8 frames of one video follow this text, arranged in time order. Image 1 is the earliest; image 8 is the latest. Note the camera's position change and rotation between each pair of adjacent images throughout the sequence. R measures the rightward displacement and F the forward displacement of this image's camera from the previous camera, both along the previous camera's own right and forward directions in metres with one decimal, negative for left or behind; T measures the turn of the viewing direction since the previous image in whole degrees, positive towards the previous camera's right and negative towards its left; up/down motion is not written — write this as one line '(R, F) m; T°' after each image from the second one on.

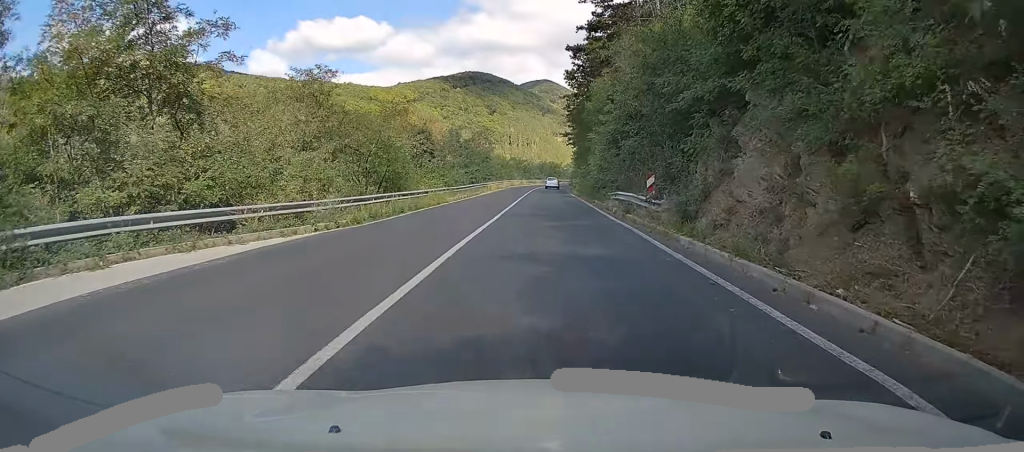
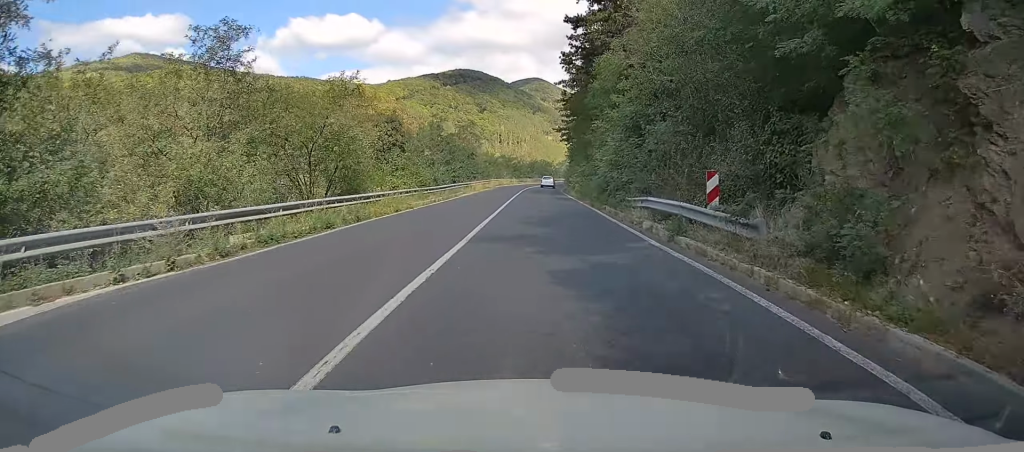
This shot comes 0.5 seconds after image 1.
(0.0, +8.3) m; +2°
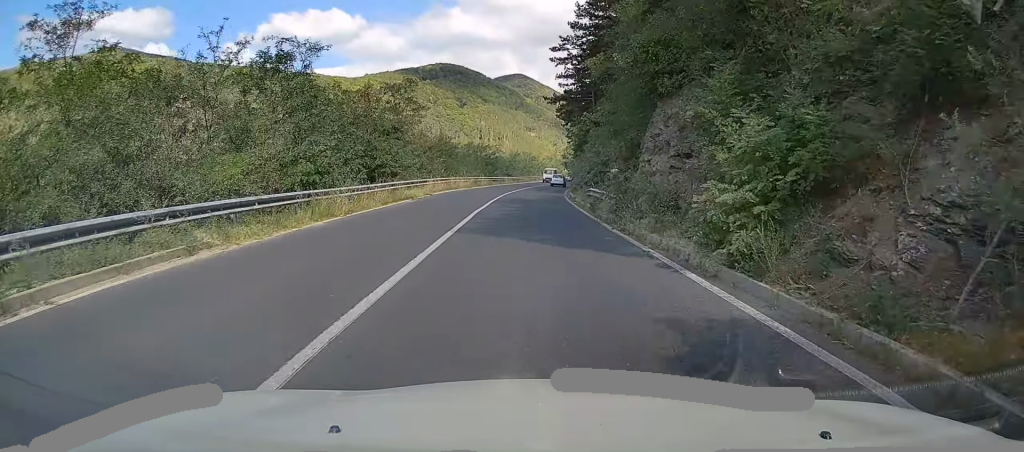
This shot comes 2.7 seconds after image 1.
(+1.3, +36.5) m; +3°
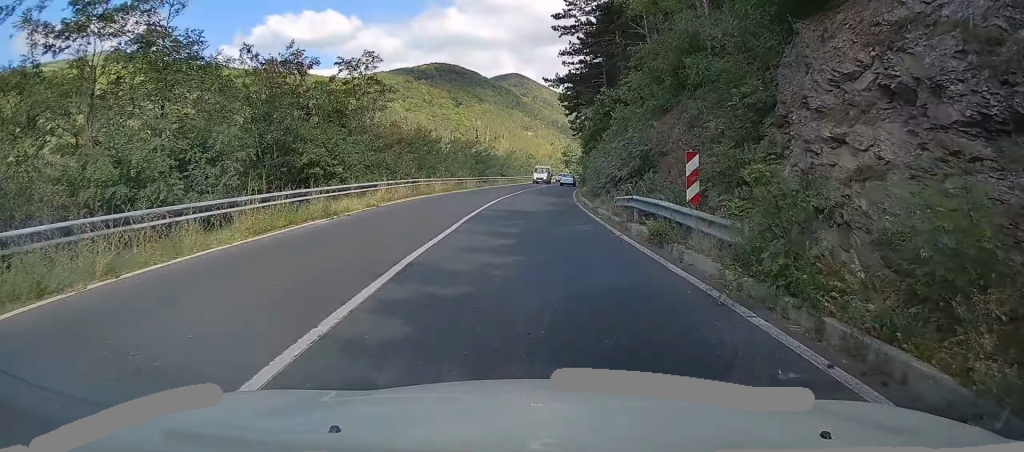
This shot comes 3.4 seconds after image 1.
(+0.1, +11.7) m; 0°
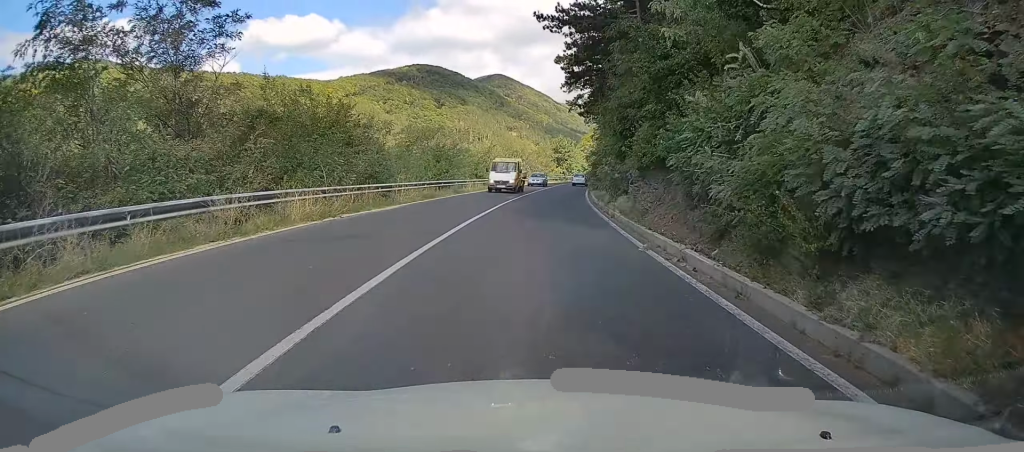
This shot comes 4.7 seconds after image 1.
(0.0, +21.3) m; 0°
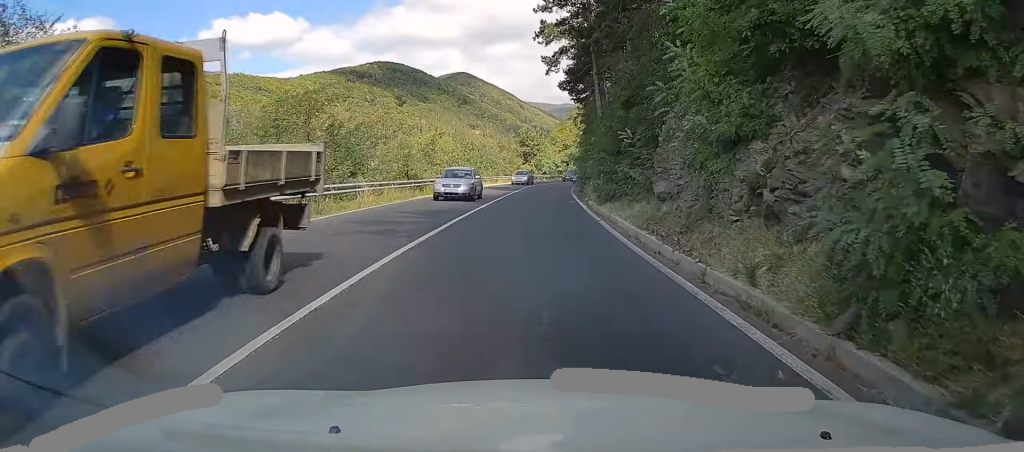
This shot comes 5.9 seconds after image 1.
(+0.5, +20.4) m; +3°
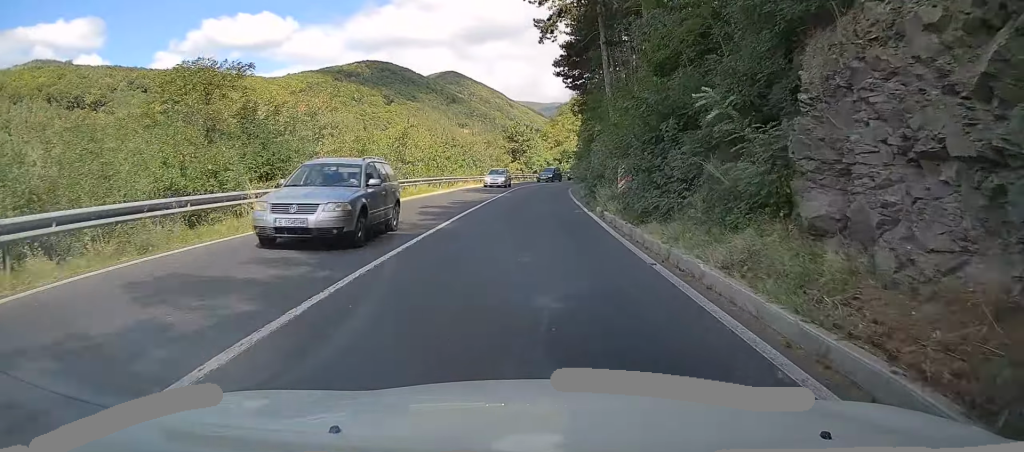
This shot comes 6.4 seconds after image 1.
(+0.2, +8.8) m; +1°
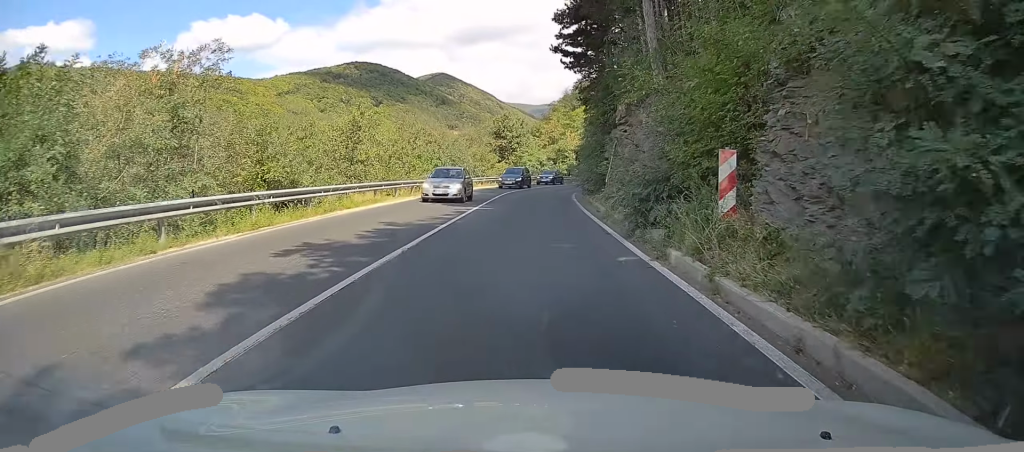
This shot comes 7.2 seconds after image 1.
(+0.2, +11.9) m; +1°
